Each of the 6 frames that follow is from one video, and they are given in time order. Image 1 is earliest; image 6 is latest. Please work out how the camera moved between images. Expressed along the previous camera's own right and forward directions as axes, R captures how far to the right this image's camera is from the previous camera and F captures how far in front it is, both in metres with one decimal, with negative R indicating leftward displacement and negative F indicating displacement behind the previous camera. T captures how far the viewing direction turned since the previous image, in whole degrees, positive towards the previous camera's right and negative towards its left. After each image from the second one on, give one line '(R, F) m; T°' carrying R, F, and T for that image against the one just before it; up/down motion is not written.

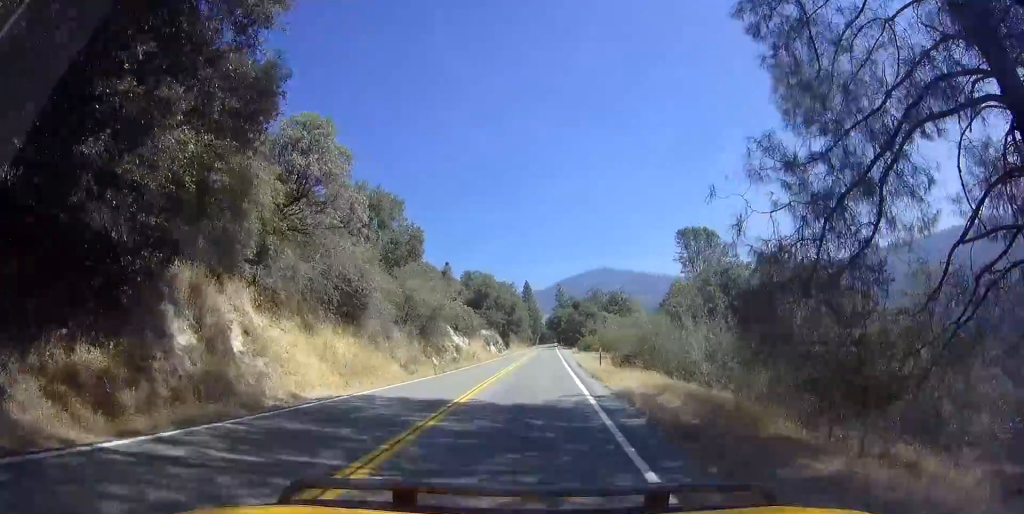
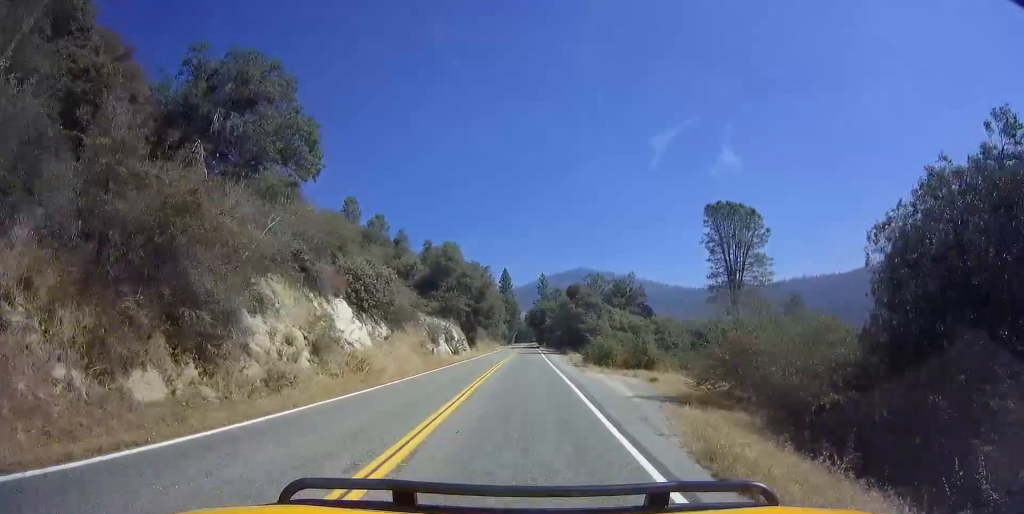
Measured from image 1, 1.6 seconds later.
(+0.8, +29.0) m; +2°
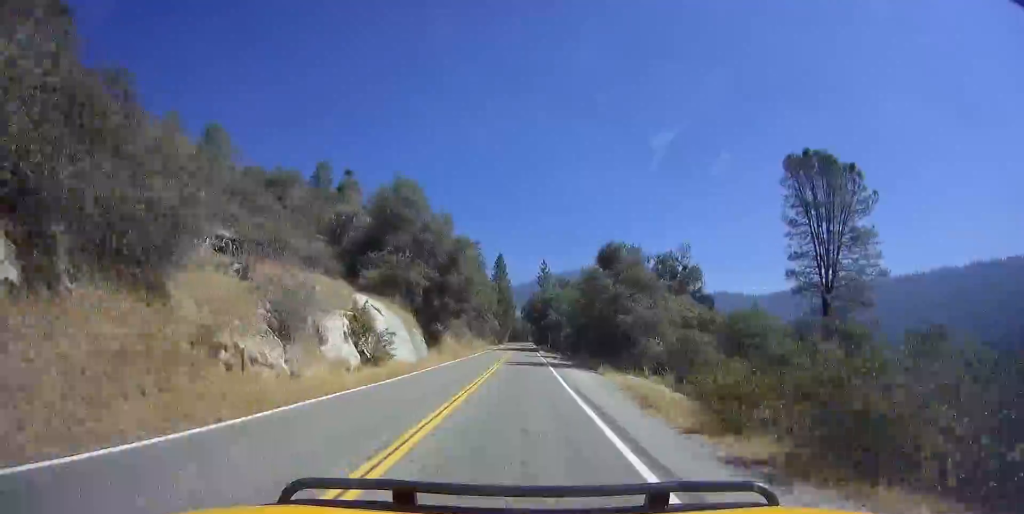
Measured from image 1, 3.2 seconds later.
(+0.6, +29.3) m; +2°
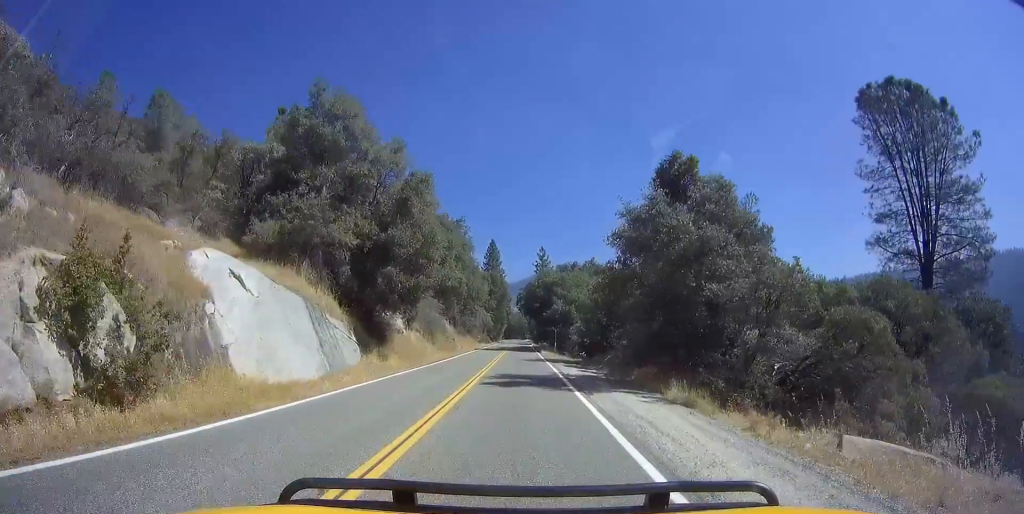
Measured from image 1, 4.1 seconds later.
(+0.2, +17.8) m; 0°
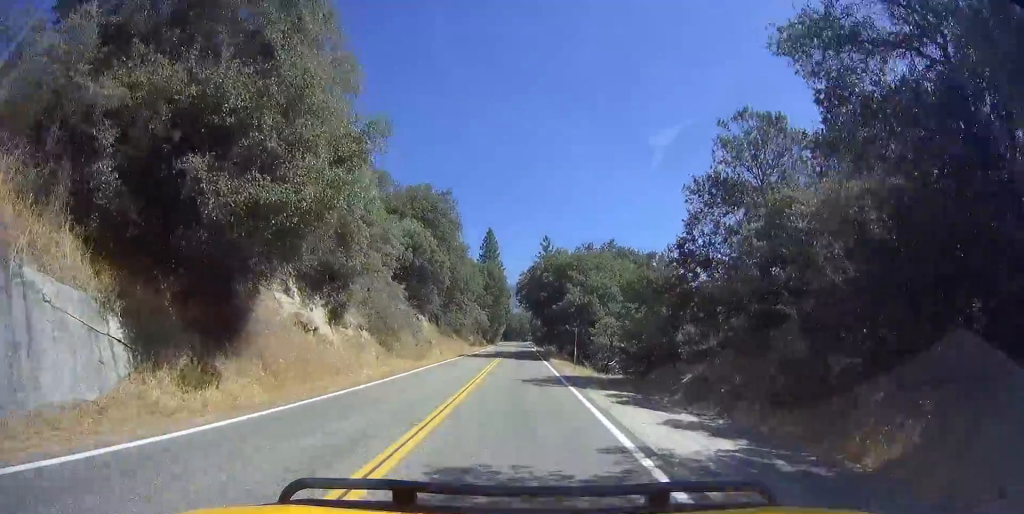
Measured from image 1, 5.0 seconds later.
(0.0, +16.6) m; -1°
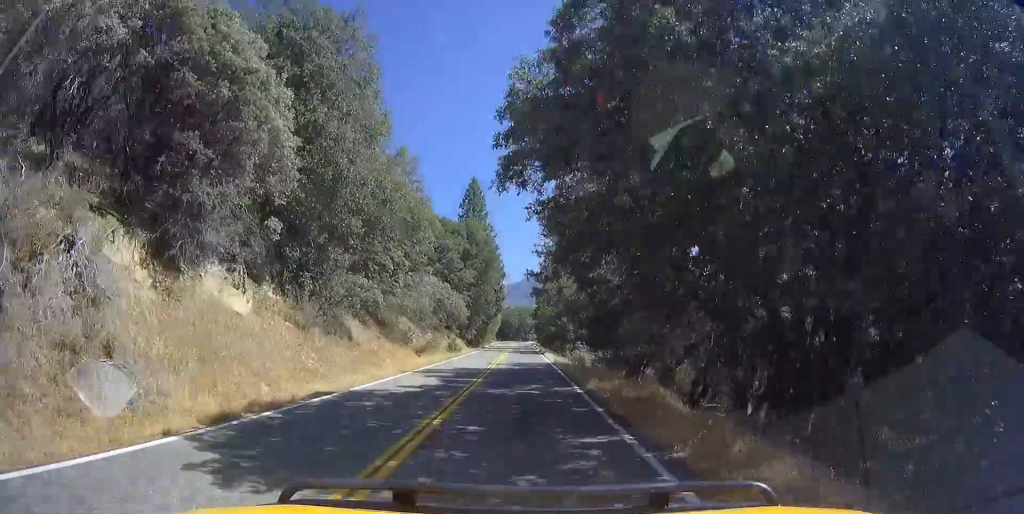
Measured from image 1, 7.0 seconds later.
(-1.0, +38.0) m; -2°
